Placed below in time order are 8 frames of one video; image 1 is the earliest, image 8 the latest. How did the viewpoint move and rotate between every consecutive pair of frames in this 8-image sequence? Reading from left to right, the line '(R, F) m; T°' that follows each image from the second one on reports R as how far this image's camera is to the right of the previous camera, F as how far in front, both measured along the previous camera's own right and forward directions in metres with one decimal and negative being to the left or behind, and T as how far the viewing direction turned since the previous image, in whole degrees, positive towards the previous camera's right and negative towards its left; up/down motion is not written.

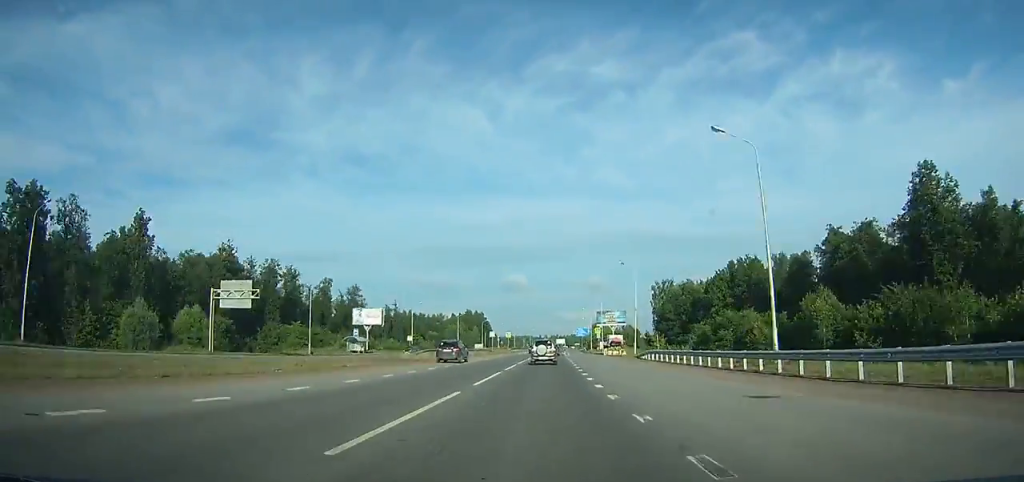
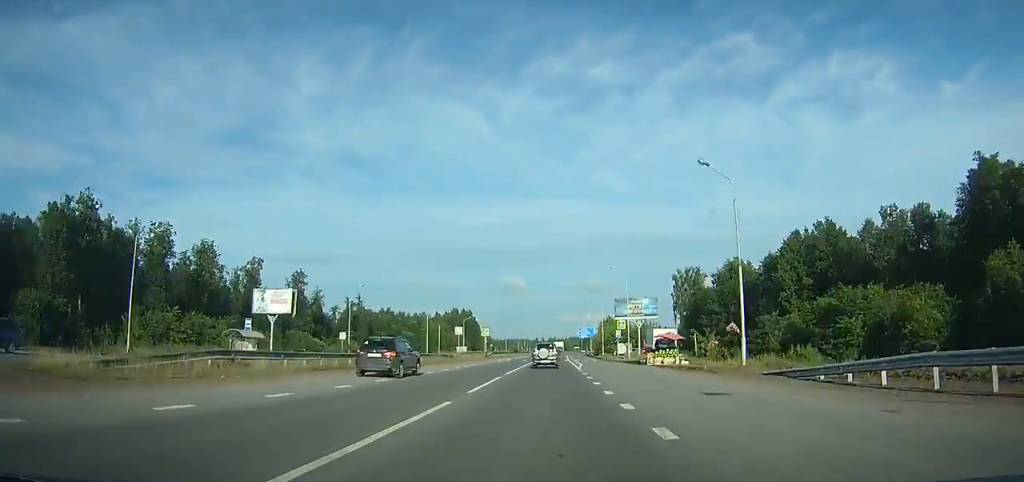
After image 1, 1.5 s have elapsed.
(-0.2, +36.6) m; 0°
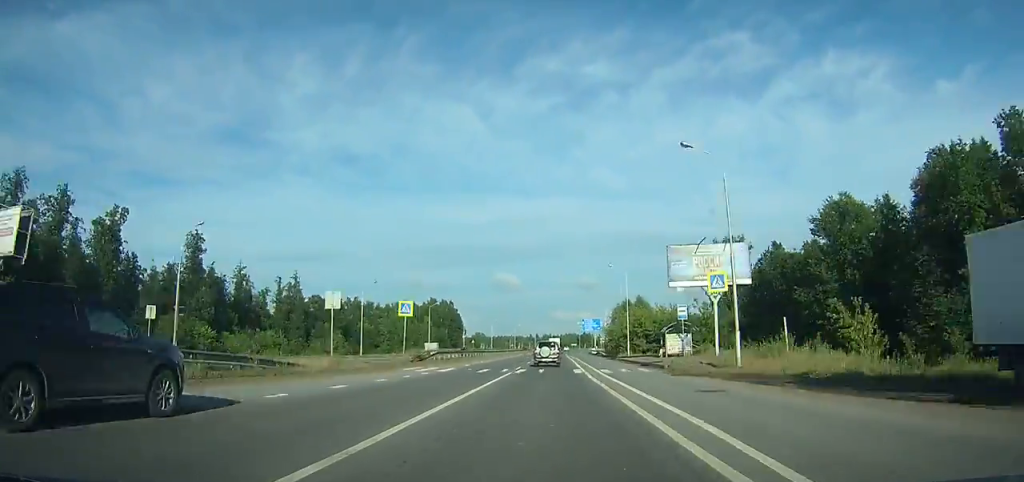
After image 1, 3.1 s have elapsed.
(-0.1, +39.0) m; 0°
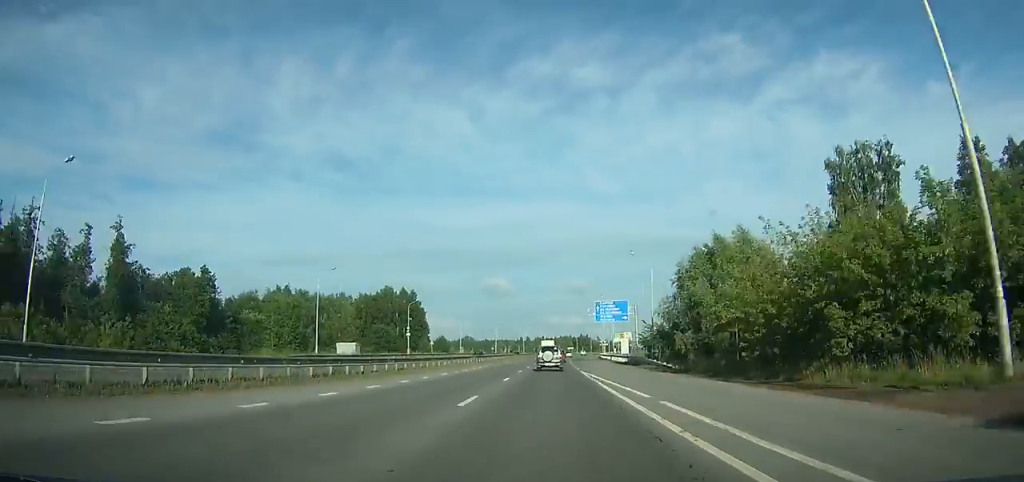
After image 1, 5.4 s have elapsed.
(+0.3, +55.9) m; +1°
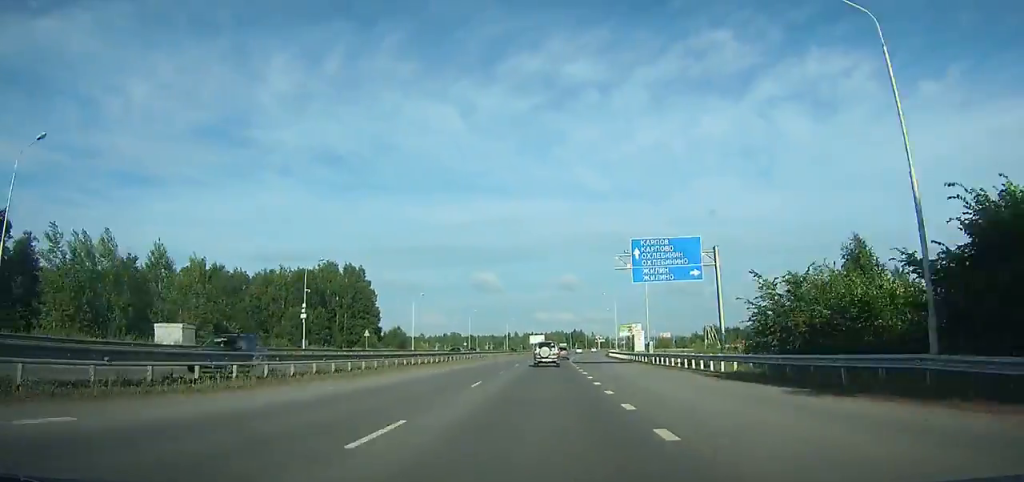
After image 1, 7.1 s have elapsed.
(+0.3, +41.2) m; +1°
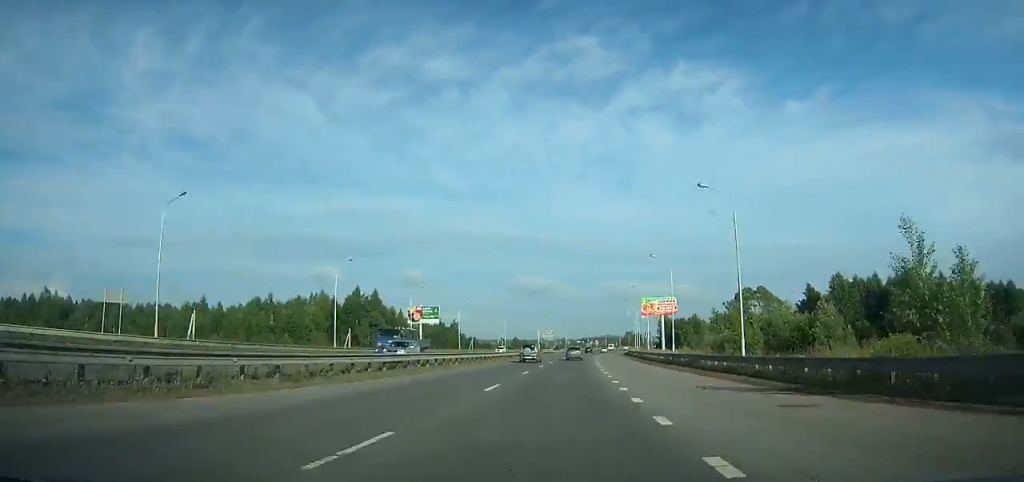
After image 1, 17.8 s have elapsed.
(+26.6, +257.4) m; +14°
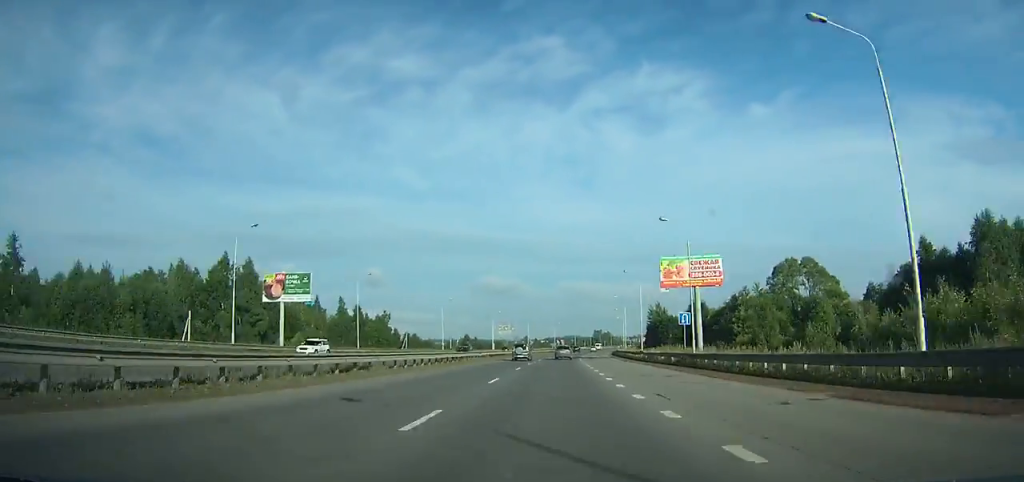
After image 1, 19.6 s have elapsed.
(+2.2, +43.7) m; +3°
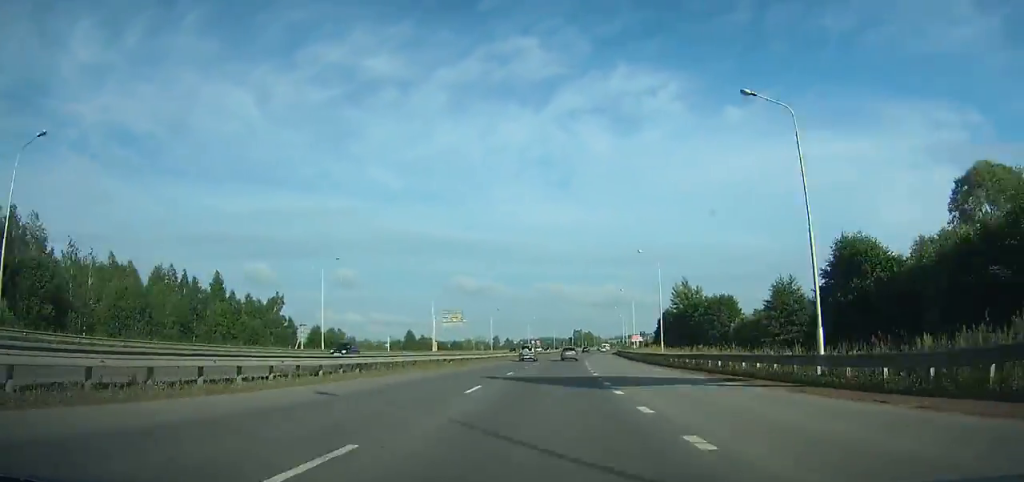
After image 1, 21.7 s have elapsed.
(+1.5, +50.9) m; +3°
